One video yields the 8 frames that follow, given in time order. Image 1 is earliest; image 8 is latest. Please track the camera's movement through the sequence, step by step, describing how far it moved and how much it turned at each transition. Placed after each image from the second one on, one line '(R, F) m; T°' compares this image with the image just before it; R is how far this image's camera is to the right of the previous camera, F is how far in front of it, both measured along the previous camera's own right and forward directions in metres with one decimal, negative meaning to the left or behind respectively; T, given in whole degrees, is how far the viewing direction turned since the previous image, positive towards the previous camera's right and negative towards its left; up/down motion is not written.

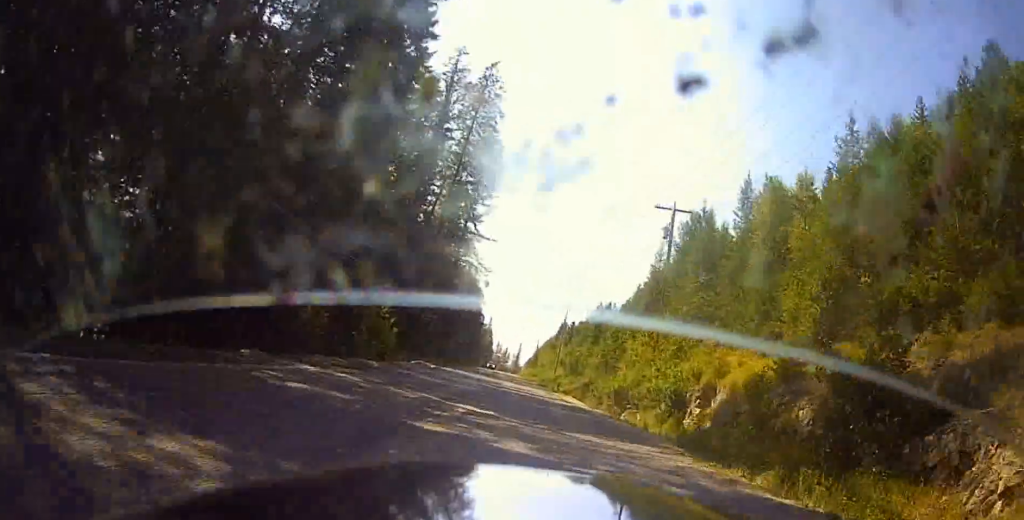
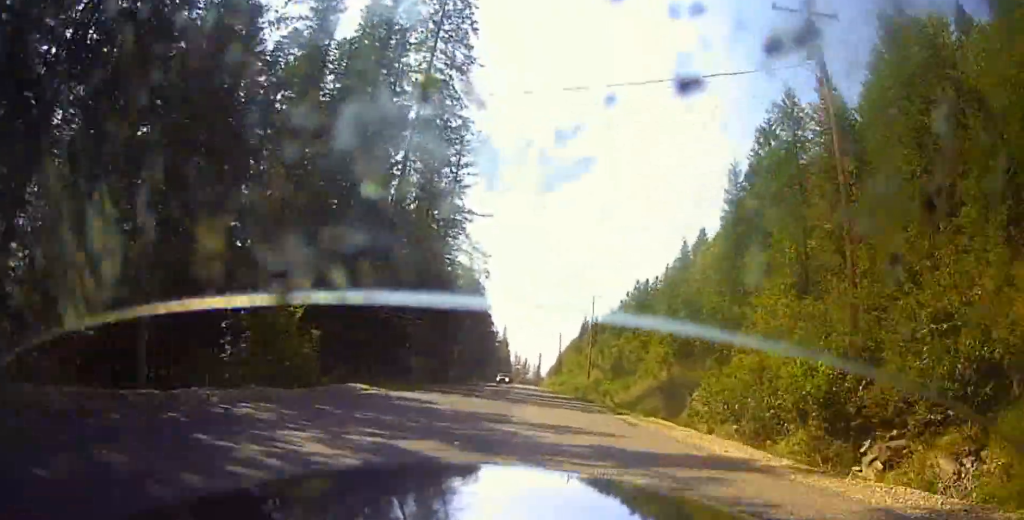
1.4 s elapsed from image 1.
(+0.1, +25.9) m; +1°
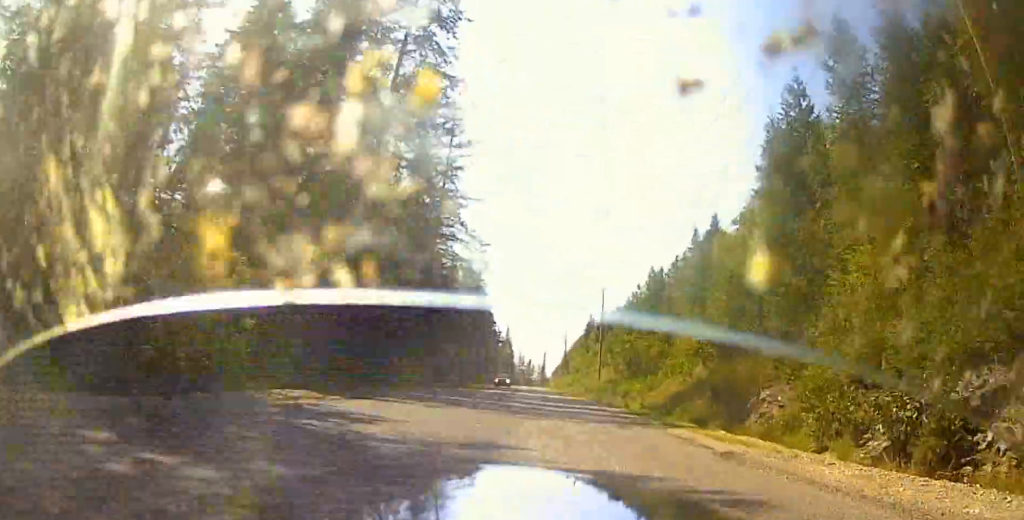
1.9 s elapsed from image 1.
(+0.1, +7.7) m; +1°
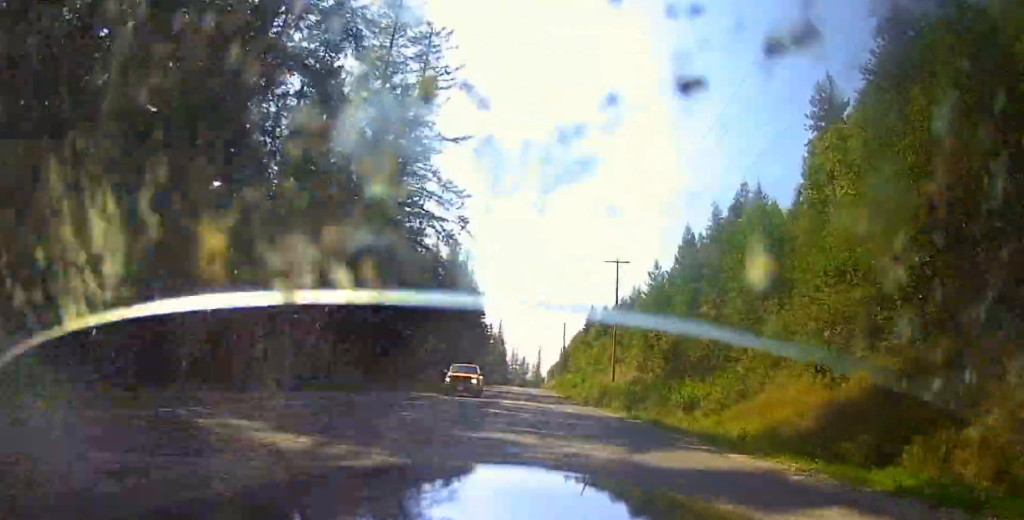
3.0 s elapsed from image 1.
(+0.3, +17.7) m; +1°
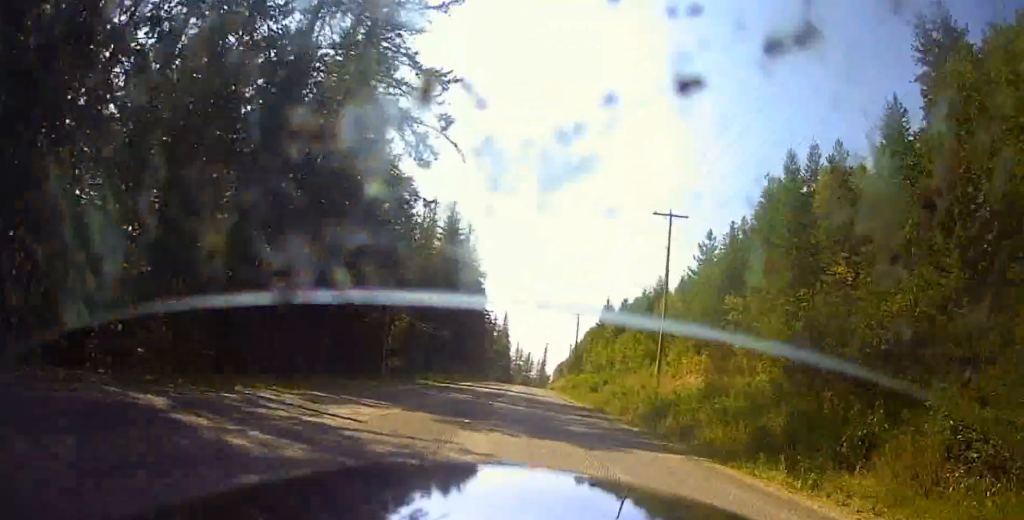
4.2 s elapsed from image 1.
(+0.1, +22.1) m; 0°
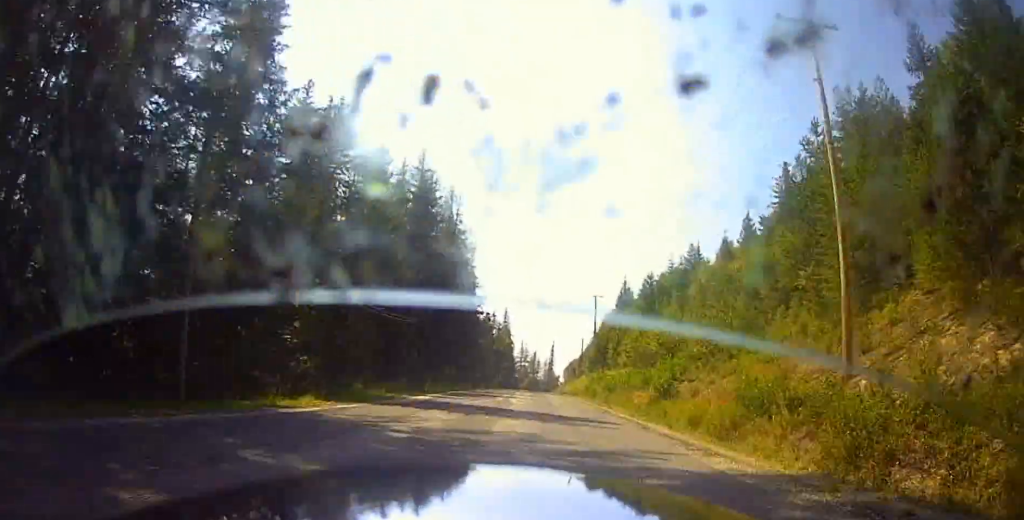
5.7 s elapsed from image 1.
(-0.4, +25.7) m; -2°
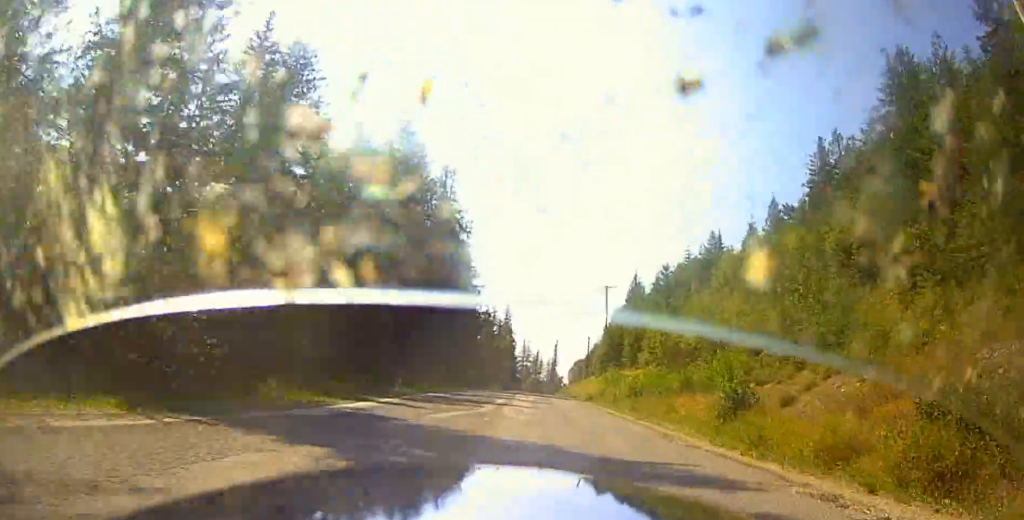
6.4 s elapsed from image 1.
(-0.1, +10.5) m; -1°
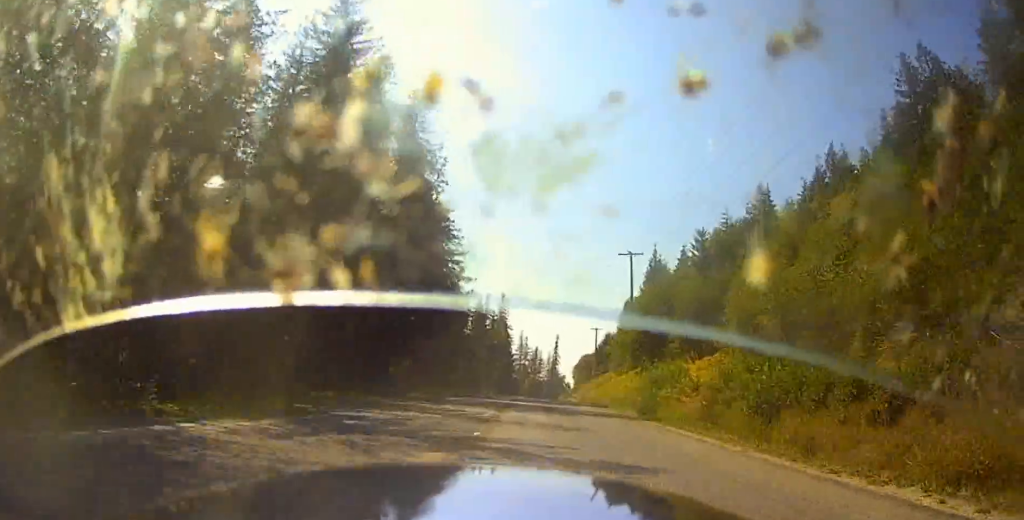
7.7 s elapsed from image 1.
(0.0, +24.0) m; 0°
